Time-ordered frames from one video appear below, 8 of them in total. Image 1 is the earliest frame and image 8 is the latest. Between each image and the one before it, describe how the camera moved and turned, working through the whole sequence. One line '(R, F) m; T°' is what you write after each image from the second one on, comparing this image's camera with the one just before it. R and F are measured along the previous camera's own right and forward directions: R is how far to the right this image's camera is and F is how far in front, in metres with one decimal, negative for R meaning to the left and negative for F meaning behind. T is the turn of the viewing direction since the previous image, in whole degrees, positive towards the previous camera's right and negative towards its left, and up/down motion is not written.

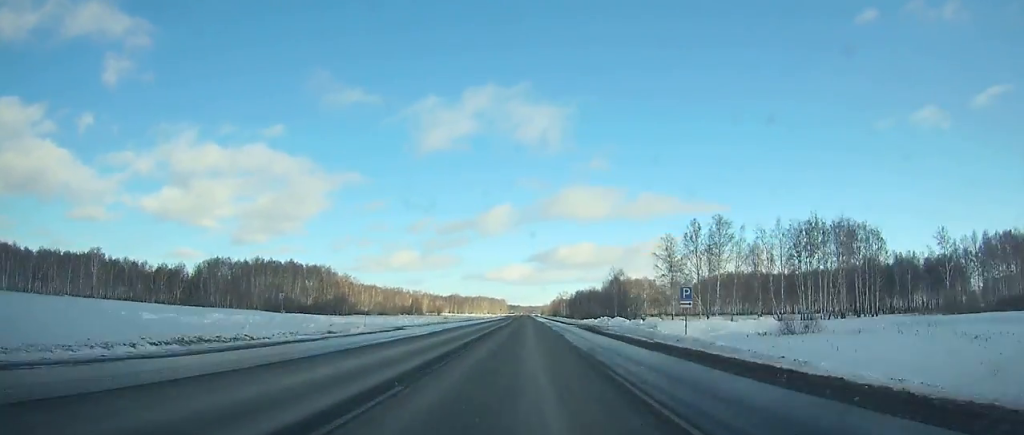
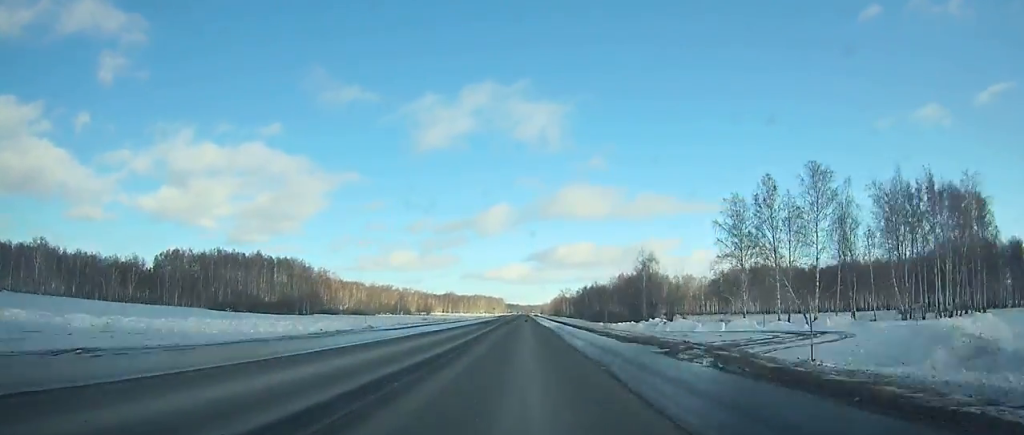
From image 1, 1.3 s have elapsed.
(+0.1, +40.4) m; 0°
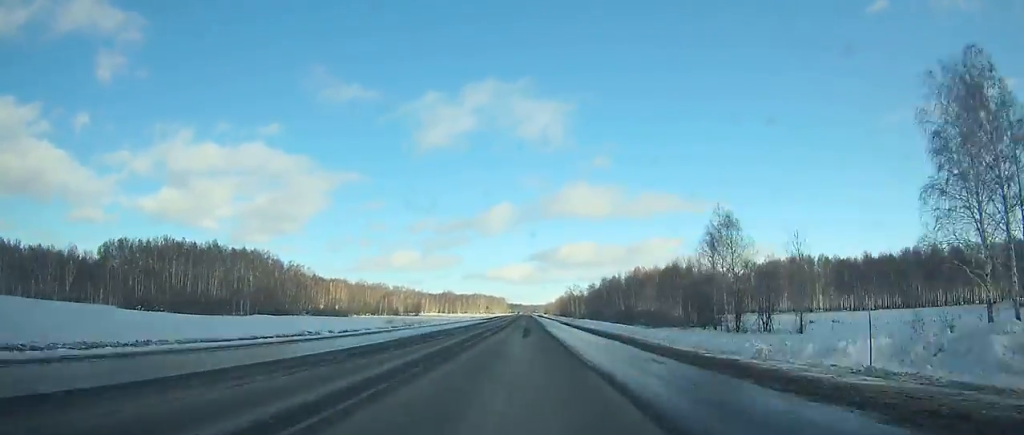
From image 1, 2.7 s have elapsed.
(0.0, +42.5) m; 0°
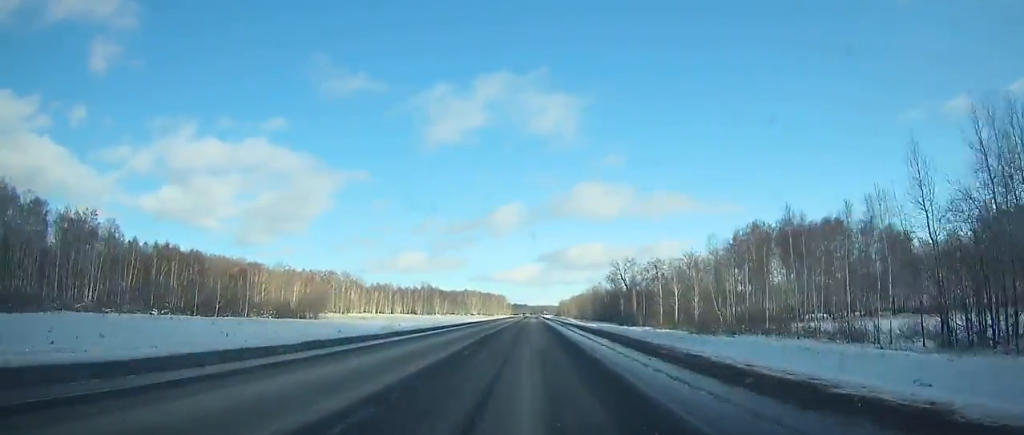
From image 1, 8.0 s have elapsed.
(-0.6, +158.3) m; 0°
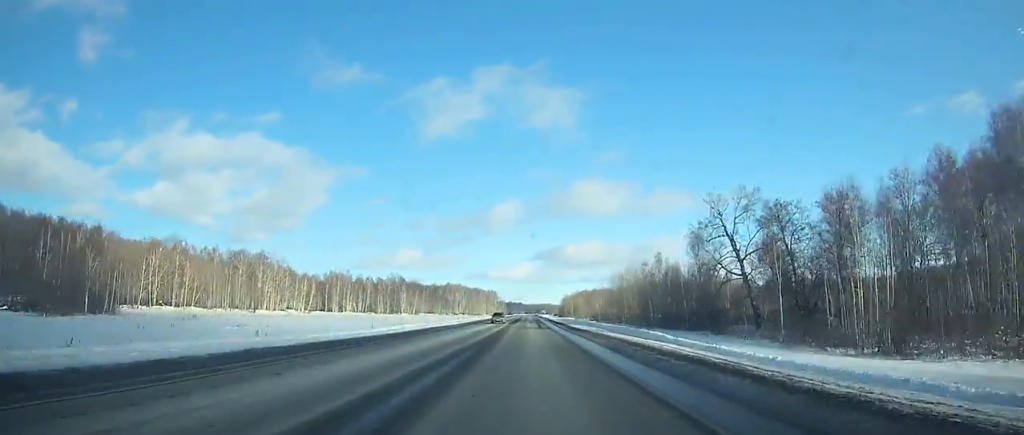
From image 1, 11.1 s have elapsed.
(+0.1, +97.3) m; 0°
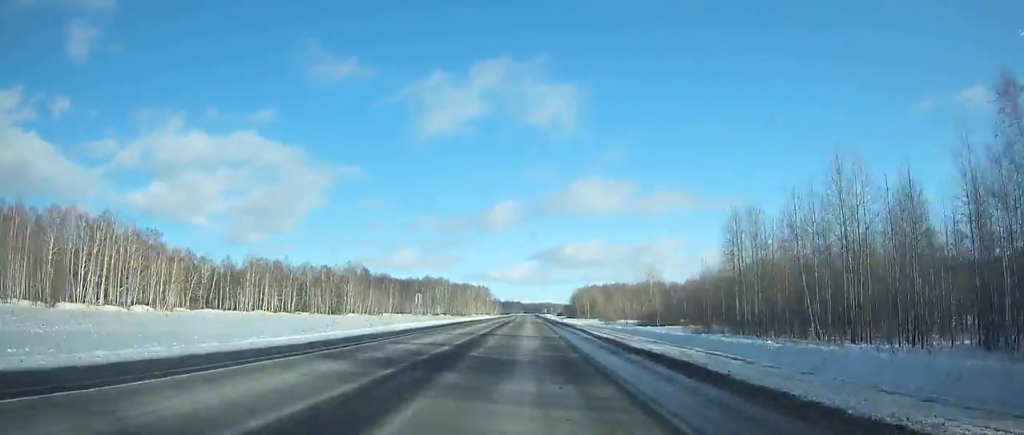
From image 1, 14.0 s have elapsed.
(-0.2, +91.2) m; 0°
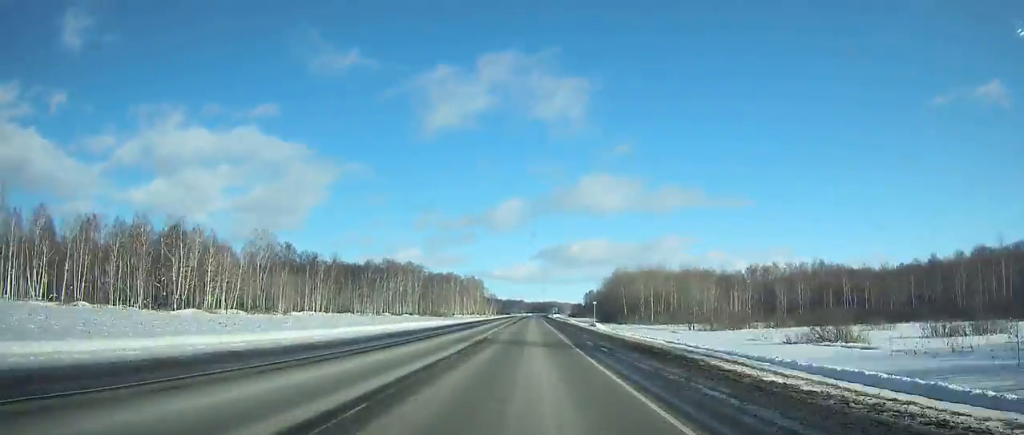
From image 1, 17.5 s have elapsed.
(+0.3, +108.0) m; 0°
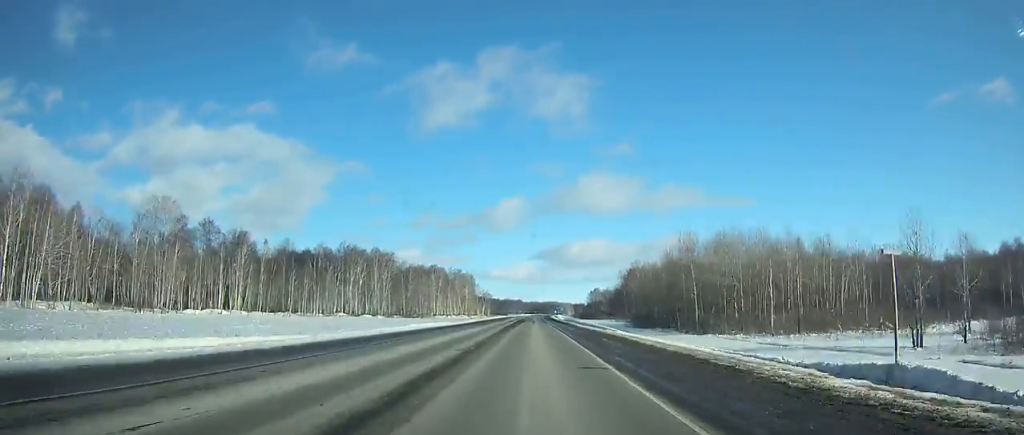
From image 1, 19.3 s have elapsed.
(-0.1, +54.8) m; 0°
